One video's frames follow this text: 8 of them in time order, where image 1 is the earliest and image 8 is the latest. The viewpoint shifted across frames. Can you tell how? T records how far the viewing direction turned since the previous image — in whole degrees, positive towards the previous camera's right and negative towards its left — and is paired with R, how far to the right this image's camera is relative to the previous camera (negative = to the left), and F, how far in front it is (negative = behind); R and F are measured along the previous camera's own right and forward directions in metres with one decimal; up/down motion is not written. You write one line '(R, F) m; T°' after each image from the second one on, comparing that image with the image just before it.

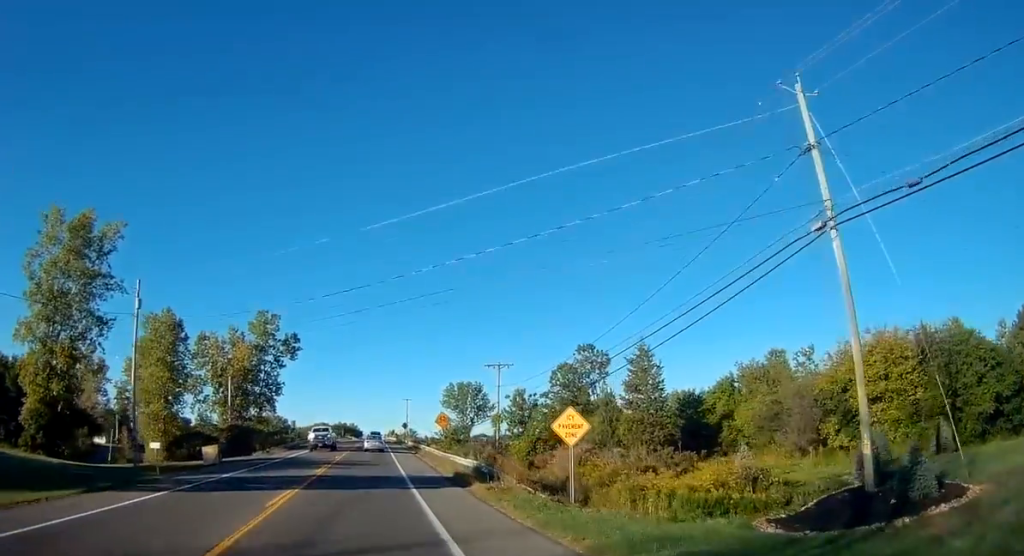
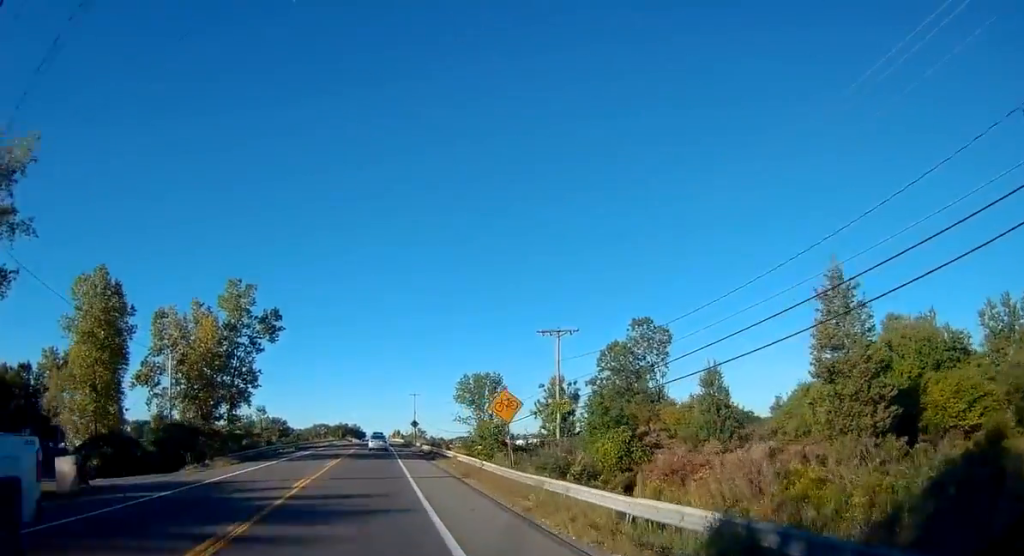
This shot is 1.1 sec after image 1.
(+0.2, +20.4) m; -1°
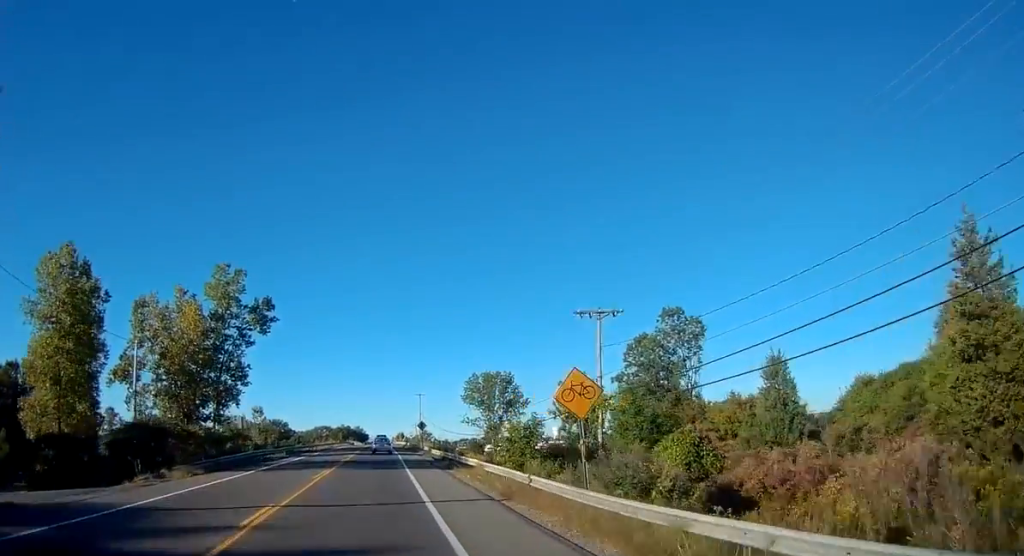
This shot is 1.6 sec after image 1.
(-0.2, +8.0) m; 0°
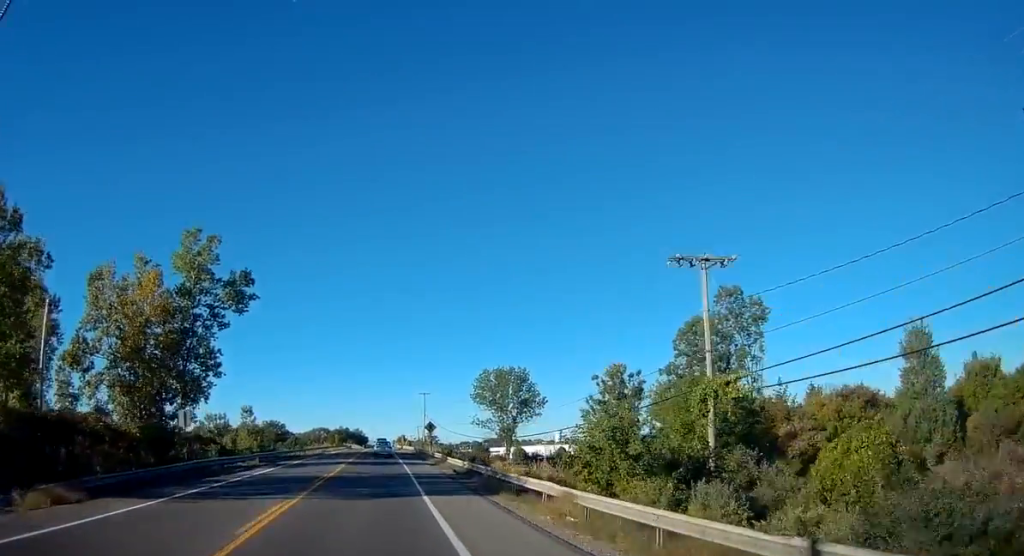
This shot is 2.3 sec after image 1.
(-0.1, +13.0) m; 0°
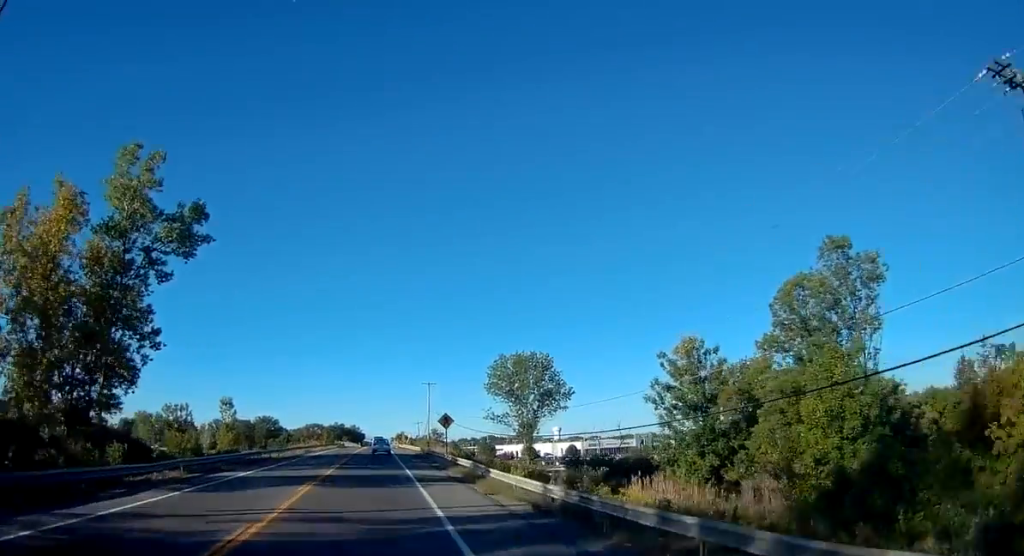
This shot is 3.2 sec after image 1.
(+0.2, +15.7) m; +1°
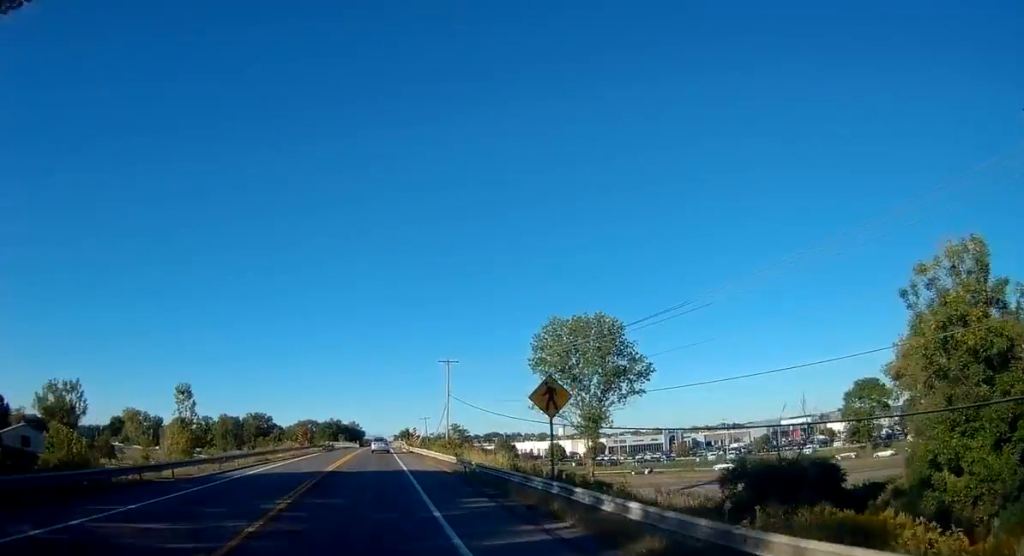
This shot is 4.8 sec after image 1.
(-0.3, +27.8) m; -1°
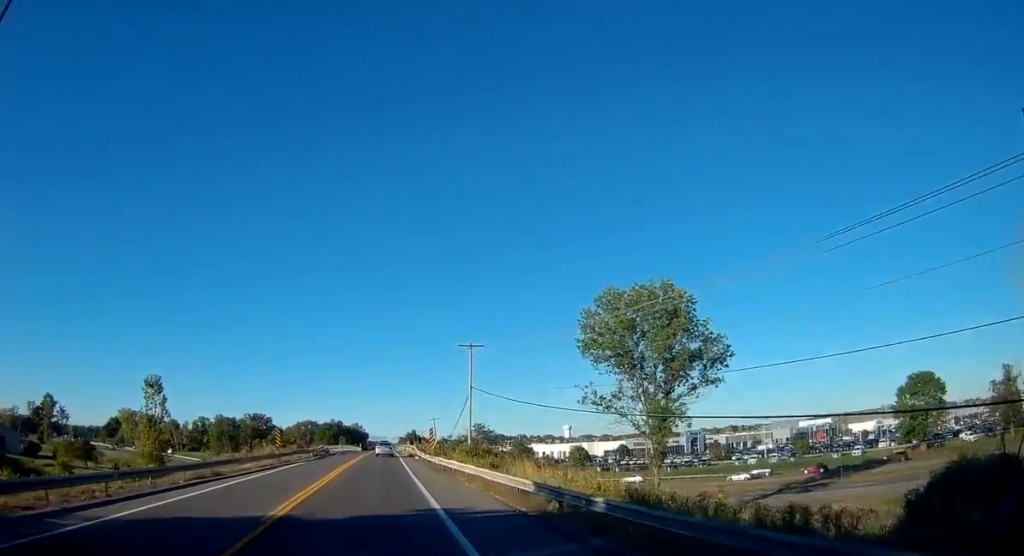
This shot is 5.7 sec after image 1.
(+0.1, +15.7) m; 0°
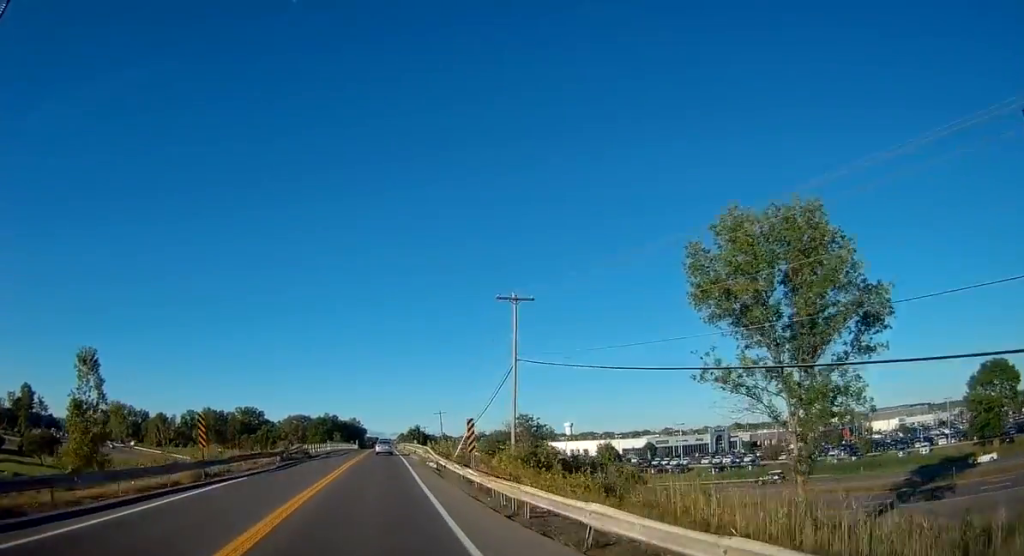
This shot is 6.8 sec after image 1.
(-0.1, +19.6) m; -1°
